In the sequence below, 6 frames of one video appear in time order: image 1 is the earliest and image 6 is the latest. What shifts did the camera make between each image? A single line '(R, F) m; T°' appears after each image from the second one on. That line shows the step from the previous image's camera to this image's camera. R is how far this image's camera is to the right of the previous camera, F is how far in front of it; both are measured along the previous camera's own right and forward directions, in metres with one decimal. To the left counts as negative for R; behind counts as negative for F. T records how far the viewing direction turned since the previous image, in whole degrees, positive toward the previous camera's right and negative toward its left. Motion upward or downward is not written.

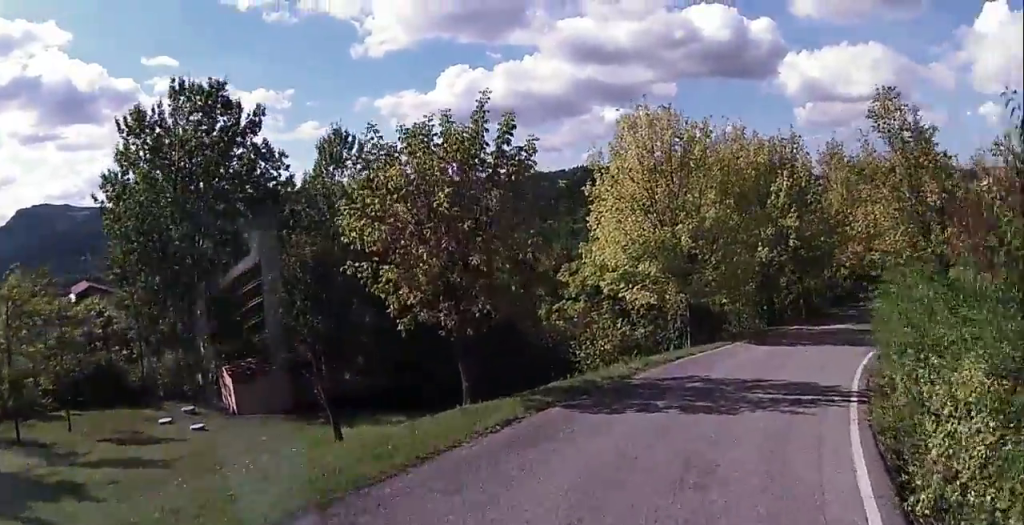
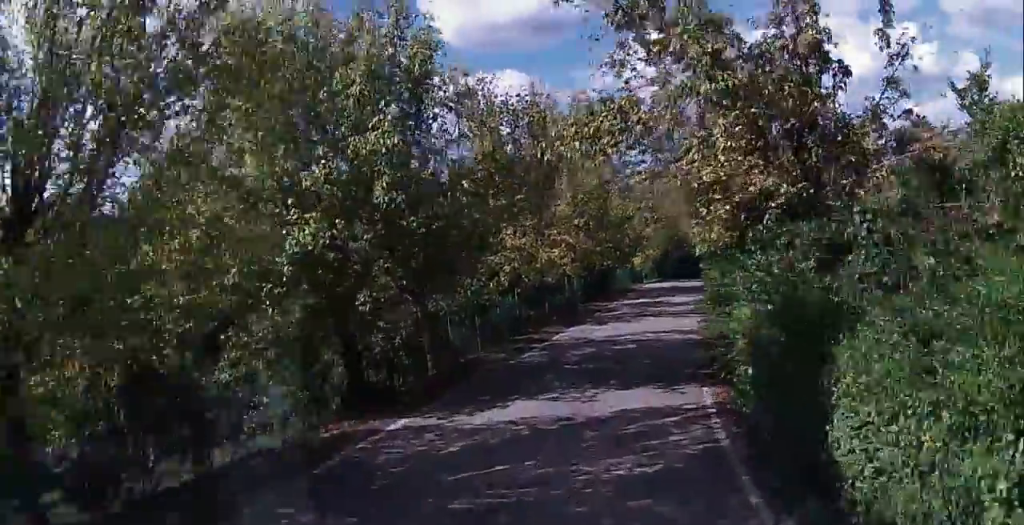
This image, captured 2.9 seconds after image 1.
(+15.2, +12.5) m; +66°
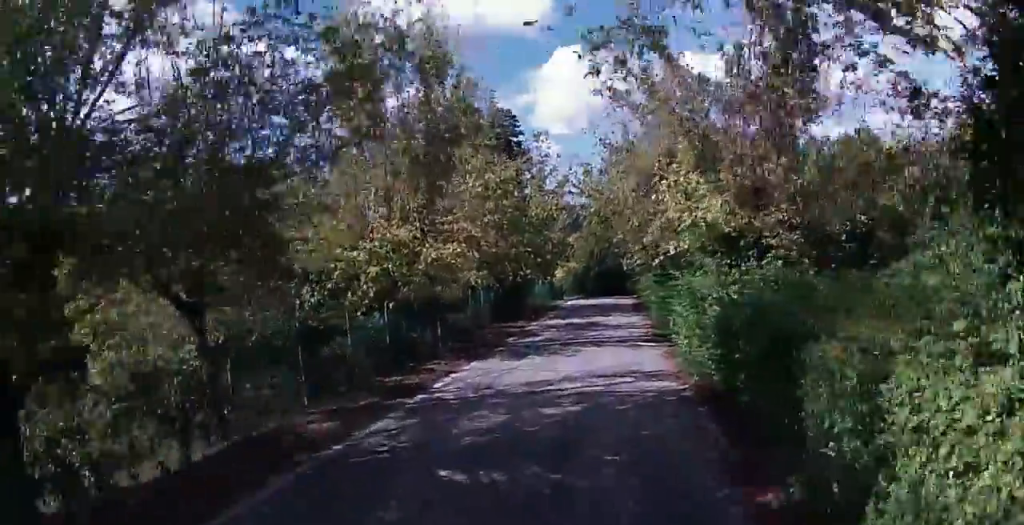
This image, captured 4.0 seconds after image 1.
(-0.1, +9.7) m; -2°
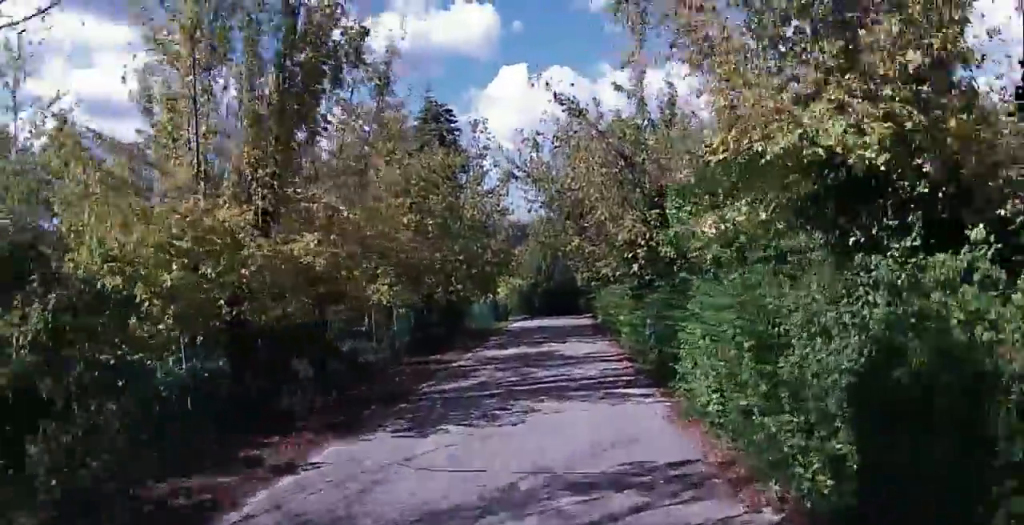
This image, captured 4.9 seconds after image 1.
(-0.1, +7.8) m; -1°
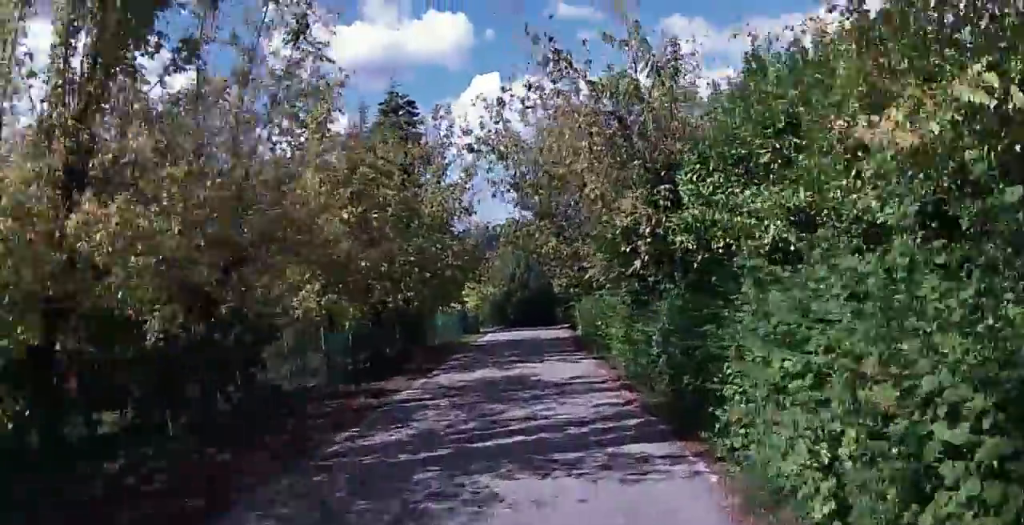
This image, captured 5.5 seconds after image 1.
(0.0, +5.0) m; 0°
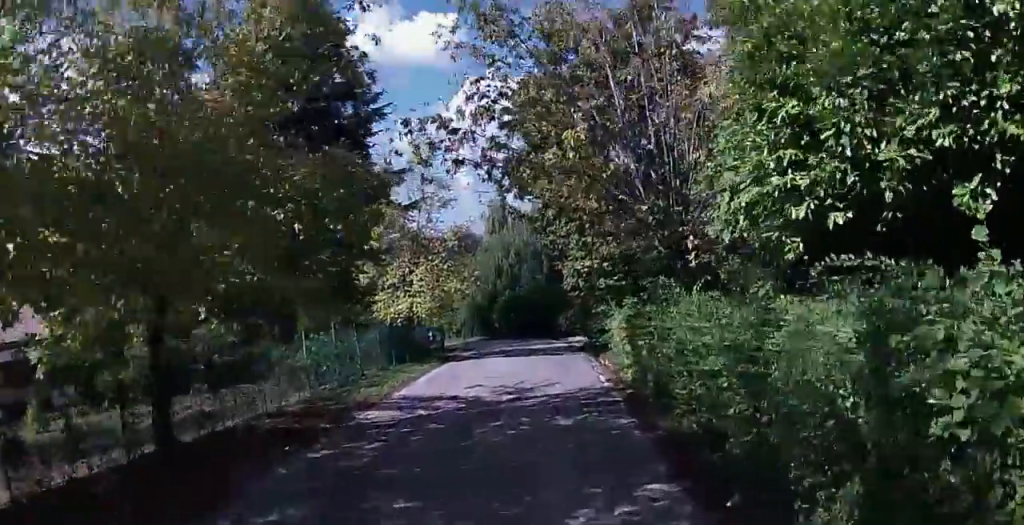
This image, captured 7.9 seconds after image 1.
(+0.3, +21.6) m; +3°
